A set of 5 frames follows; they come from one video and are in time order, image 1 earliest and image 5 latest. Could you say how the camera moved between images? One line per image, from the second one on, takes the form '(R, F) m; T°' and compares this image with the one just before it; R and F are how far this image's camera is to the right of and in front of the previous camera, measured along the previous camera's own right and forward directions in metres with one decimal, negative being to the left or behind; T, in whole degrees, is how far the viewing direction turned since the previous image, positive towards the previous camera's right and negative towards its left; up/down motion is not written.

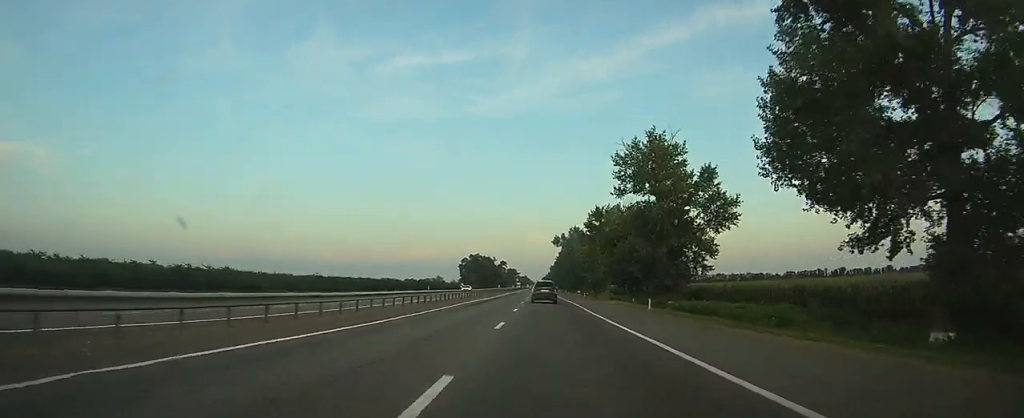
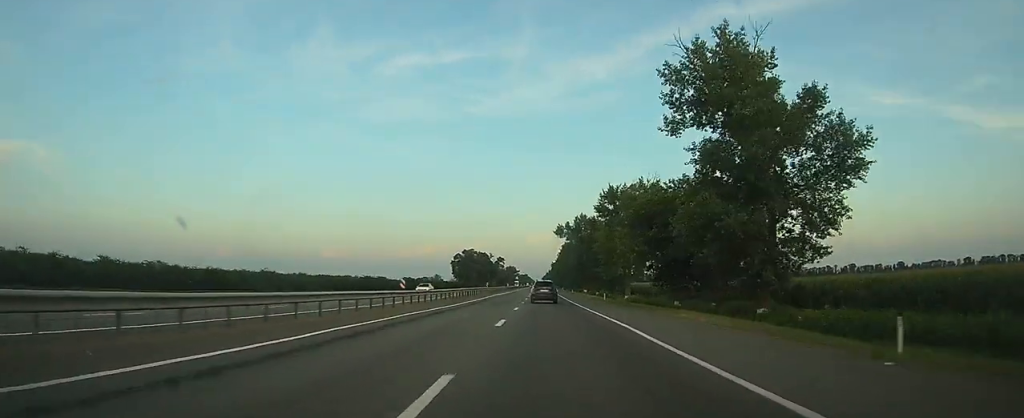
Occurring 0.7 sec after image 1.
(0.0, +23.9) m; 0°
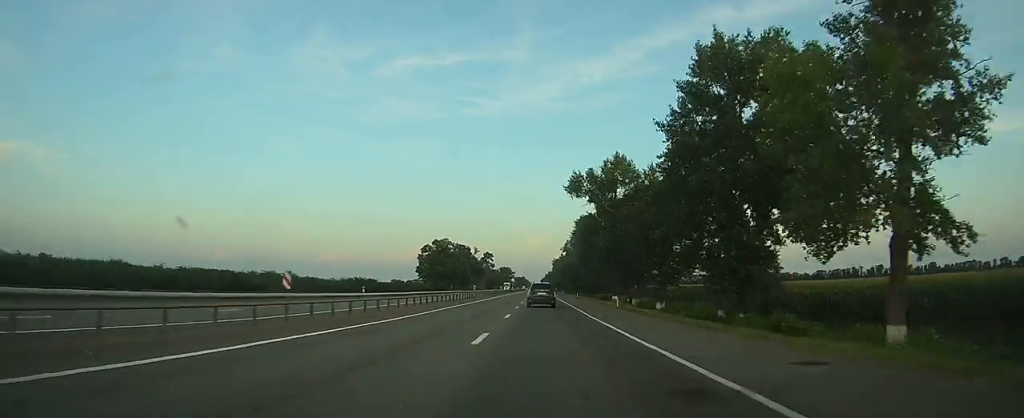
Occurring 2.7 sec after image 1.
(0.0, +64.2) m; 0°
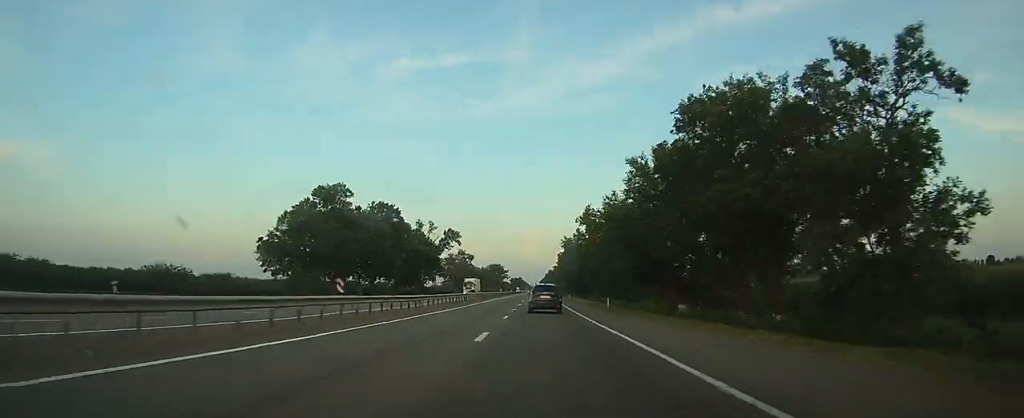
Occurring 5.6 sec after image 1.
(-0.1, +94.8) m; 0°
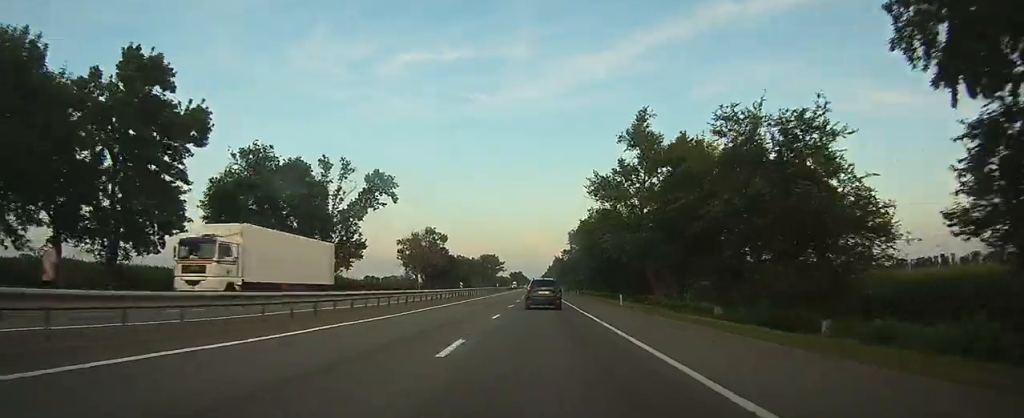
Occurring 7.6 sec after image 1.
(-0.1, +64.7) m; 0°
